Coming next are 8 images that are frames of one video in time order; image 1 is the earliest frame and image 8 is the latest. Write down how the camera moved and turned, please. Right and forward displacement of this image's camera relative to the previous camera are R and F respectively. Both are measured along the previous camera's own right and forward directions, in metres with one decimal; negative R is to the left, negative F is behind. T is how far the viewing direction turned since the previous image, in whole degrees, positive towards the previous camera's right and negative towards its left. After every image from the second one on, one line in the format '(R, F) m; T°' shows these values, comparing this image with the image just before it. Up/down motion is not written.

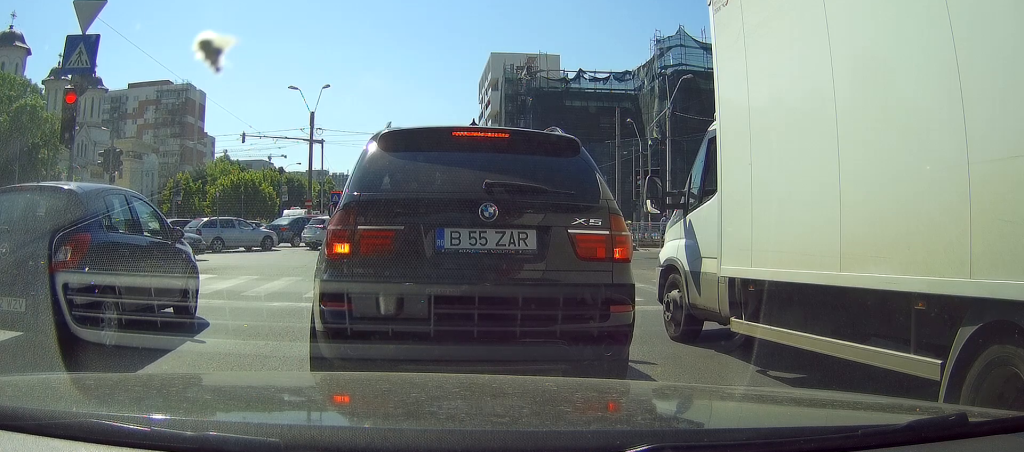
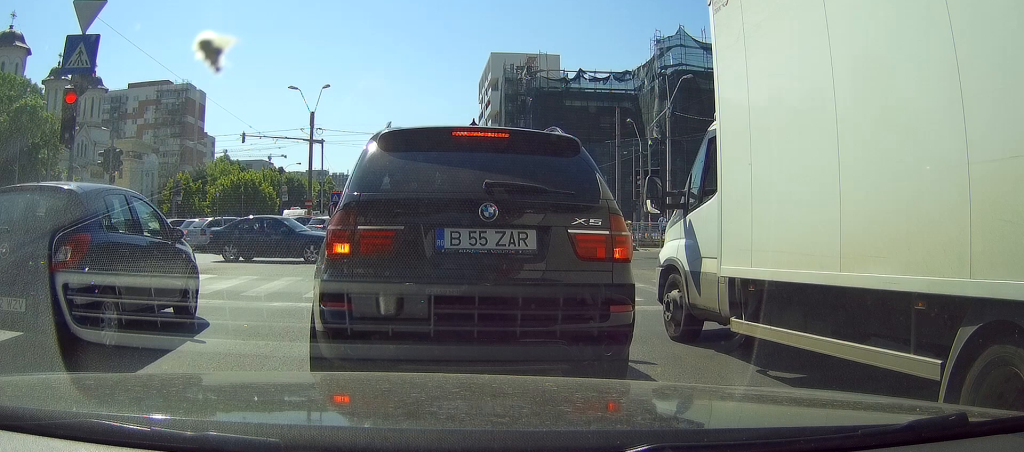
(0.0, 0.0) m; 0°
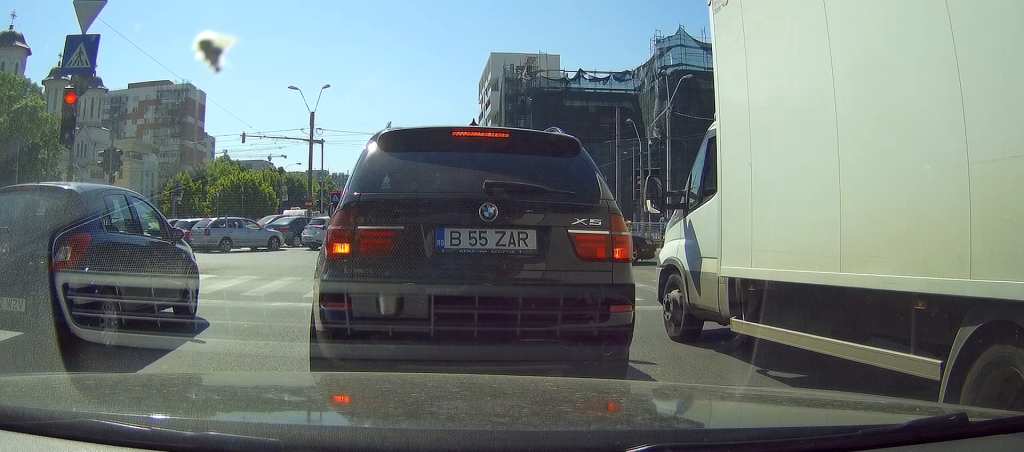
(0.0, 0.0) m; 0°
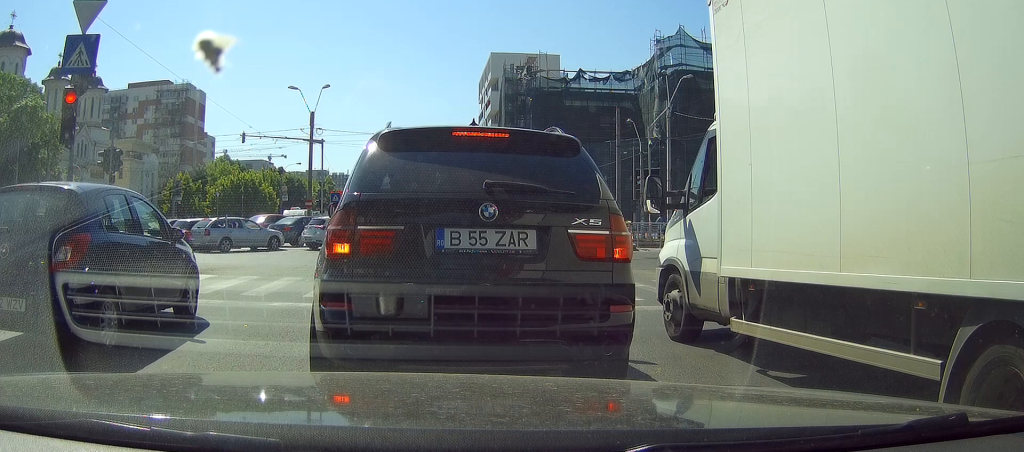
(0.0, 0.0) m; 0°
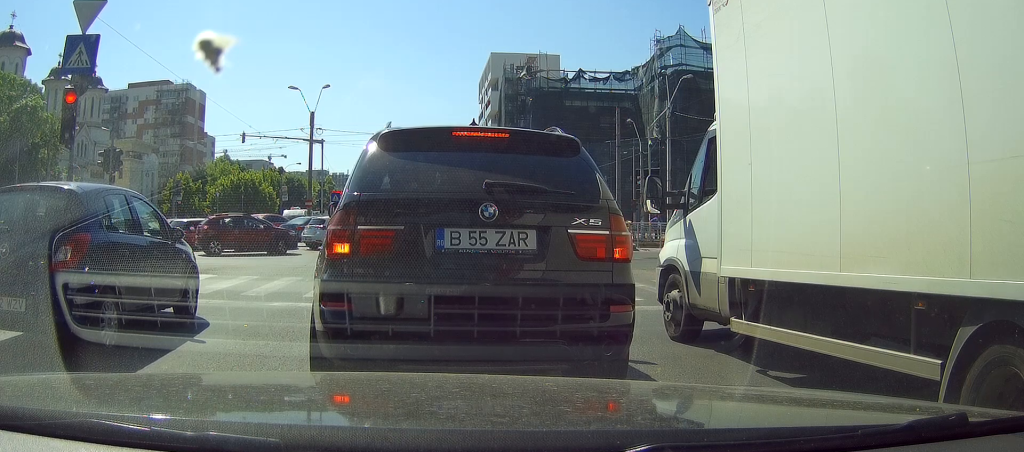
(0.0, 0.0) m; 0°
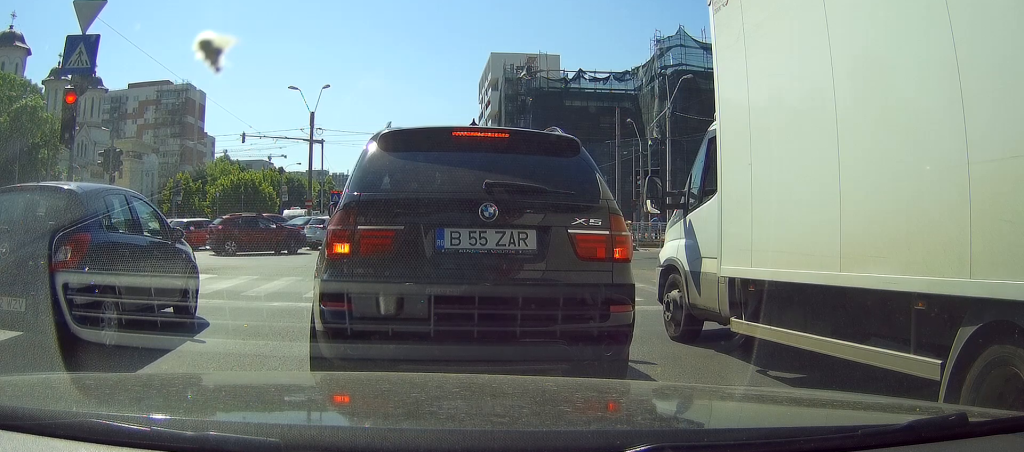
(0.0, 0.0) m; 0°
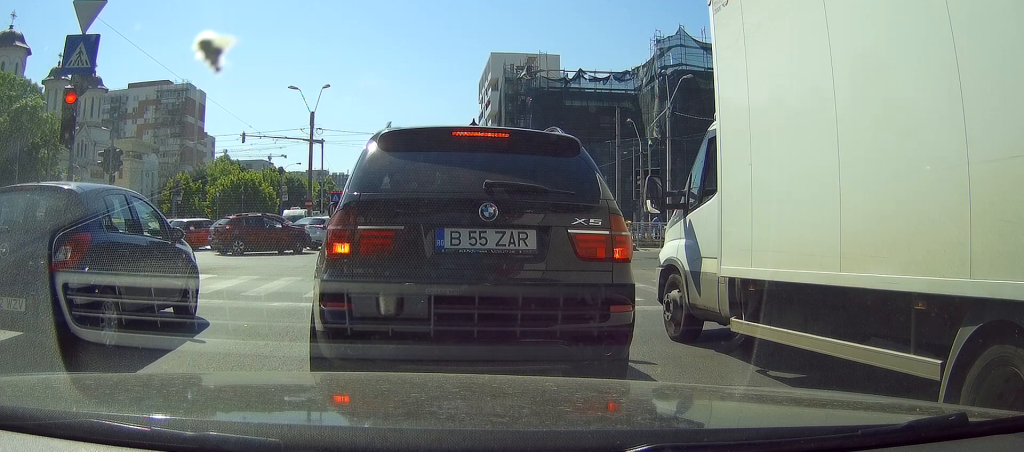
(0.0, 0.0) m; 0°
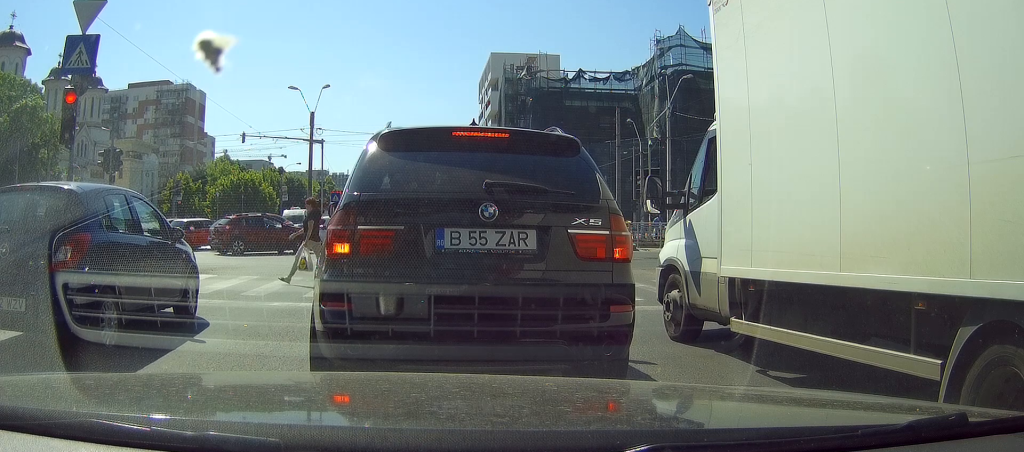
(0.0, 0.0) m; 0°
